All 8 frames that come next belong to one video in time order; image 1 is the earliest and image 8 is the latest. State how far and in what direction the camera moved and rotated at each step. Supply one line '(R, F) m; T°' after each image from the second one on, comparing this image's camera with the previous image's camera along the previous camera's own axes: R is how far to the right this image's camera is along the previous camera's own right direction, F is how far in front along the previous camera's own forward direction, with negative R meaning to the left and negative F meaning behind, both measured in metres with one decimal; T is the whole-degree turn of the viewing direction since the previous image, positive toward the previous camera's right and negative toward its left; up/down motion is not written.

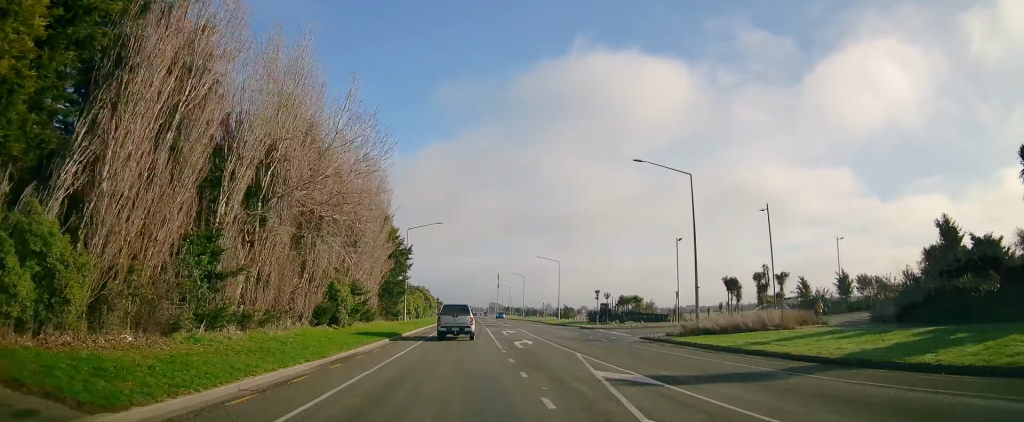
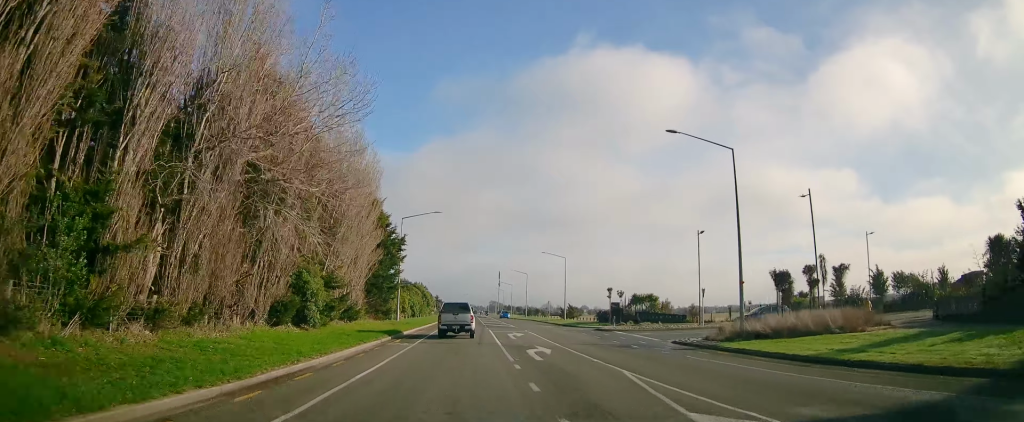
(+0.1, +5.9) m; +1°
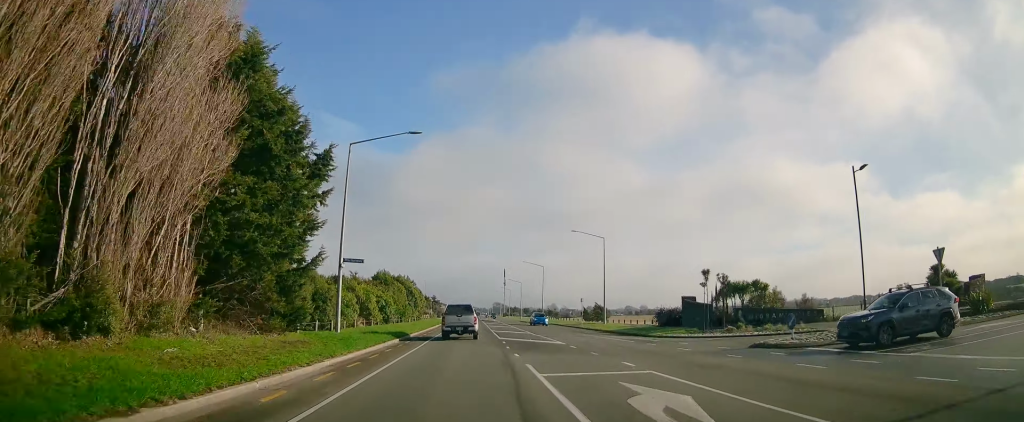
(-0.1, +25.2) m; -1°
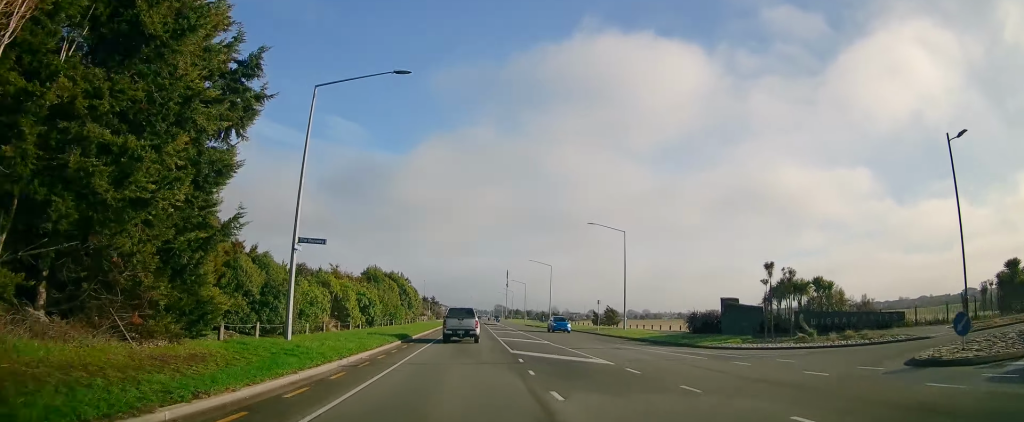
(-0.2, +8.1) m; 0°
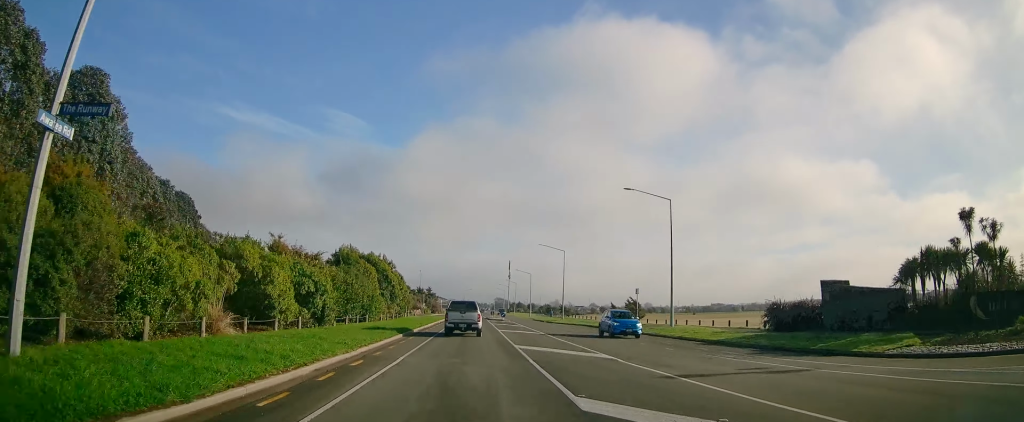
(+0.3, +13.6) m; 0°
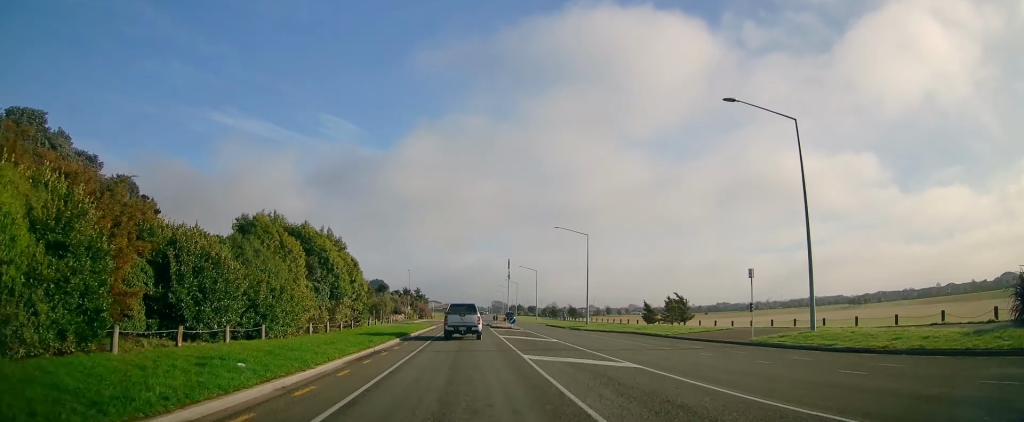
(0.0, +19.4) m; +1°
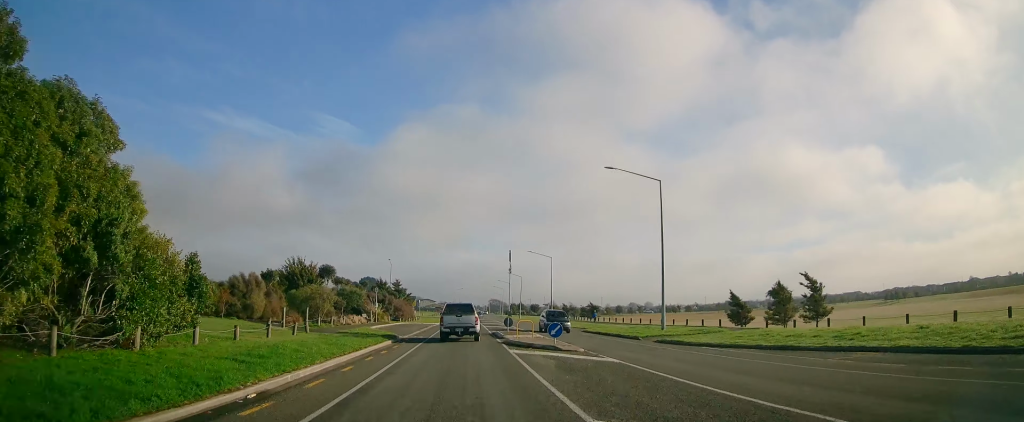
(-0.2, +25.9) m; -3°
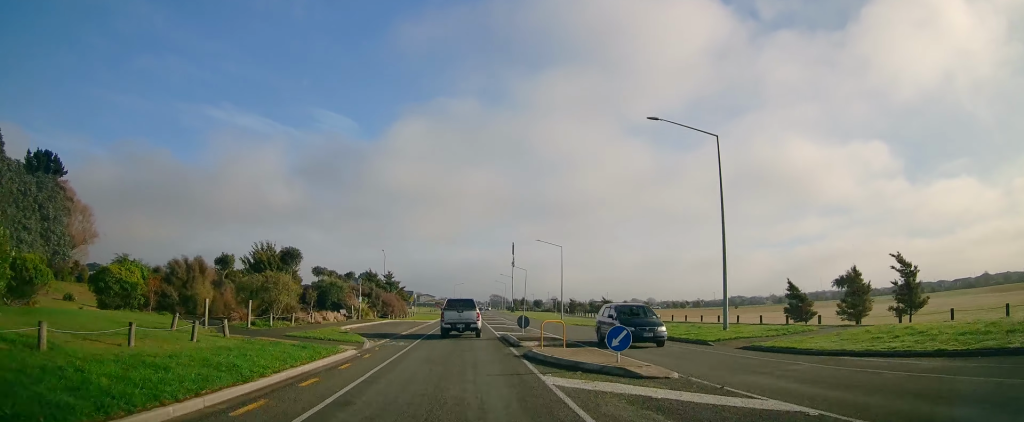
(0.0, +9.3) m; 0°
